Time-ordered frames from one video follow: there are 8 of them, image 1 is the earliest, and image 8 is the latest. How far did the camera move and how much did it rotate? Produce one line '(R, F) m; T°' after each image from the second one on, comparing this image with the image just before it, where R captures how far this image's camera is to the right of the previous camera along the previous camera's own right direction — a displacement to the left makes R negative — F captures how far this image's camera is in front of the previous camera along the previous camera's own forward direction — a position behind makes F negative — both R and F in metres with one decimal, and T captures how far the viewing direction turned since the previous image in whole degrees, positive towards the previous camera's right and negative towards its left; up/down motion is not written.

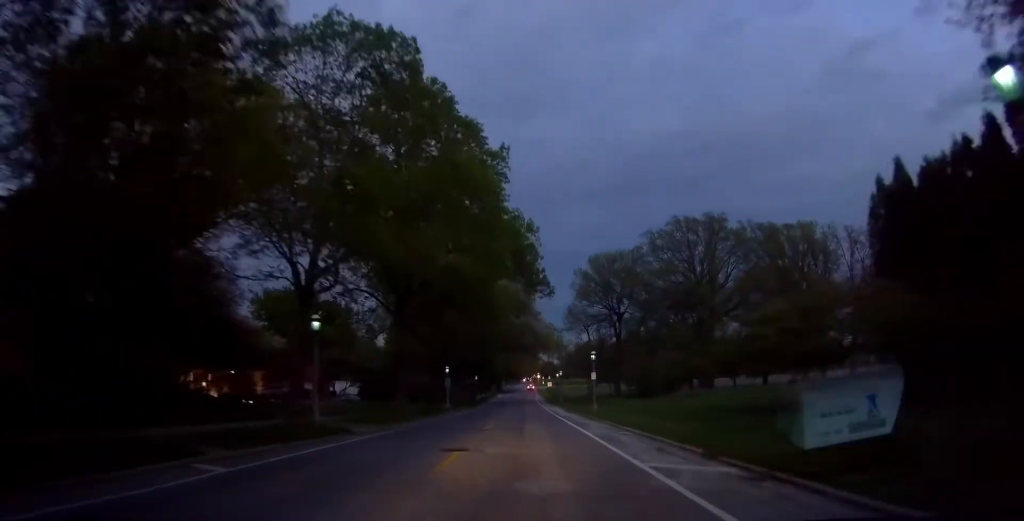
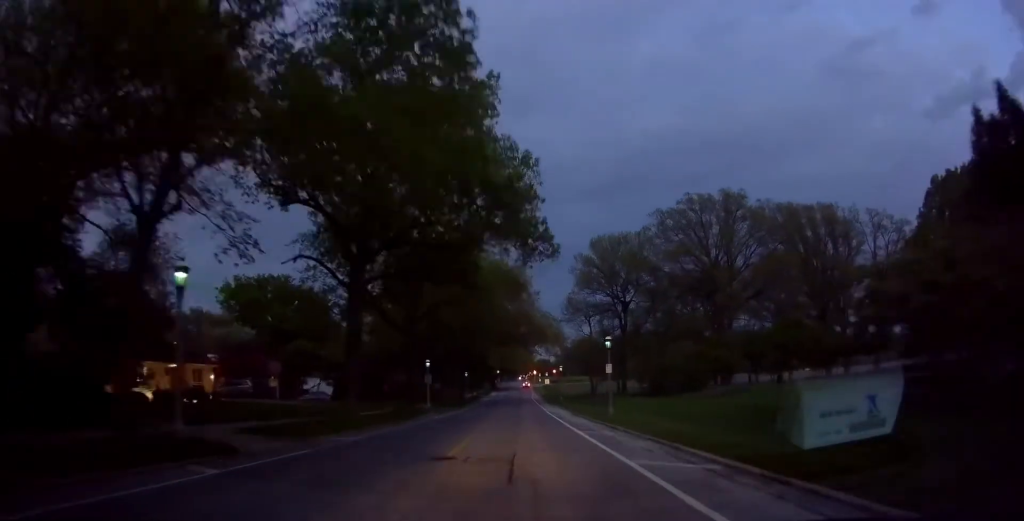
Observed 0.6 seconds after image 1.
(+0.2, +9.3) m; +1°
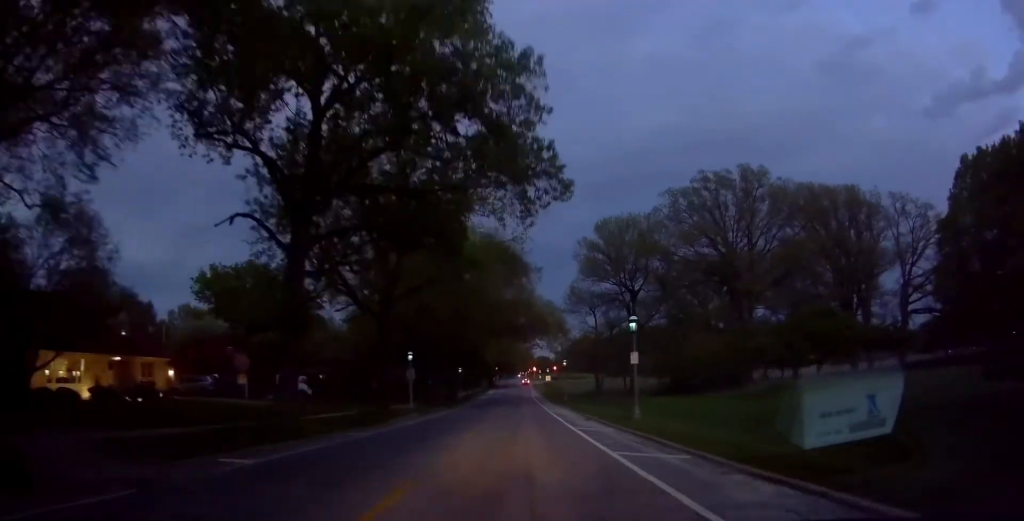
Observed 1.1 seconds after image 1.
(+0.1, +6.9) m; +1°
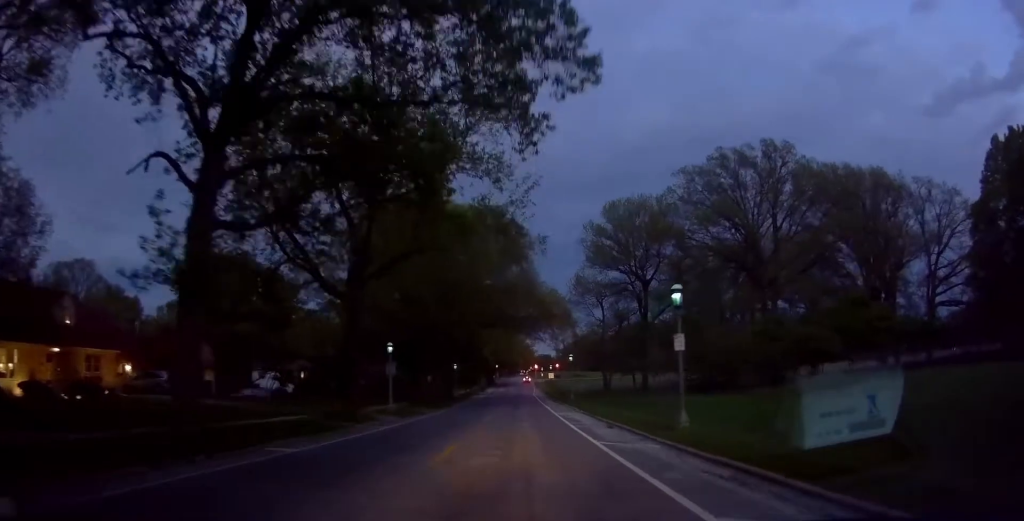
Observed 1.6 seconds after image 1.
(0.0, +6.8) m; 0°
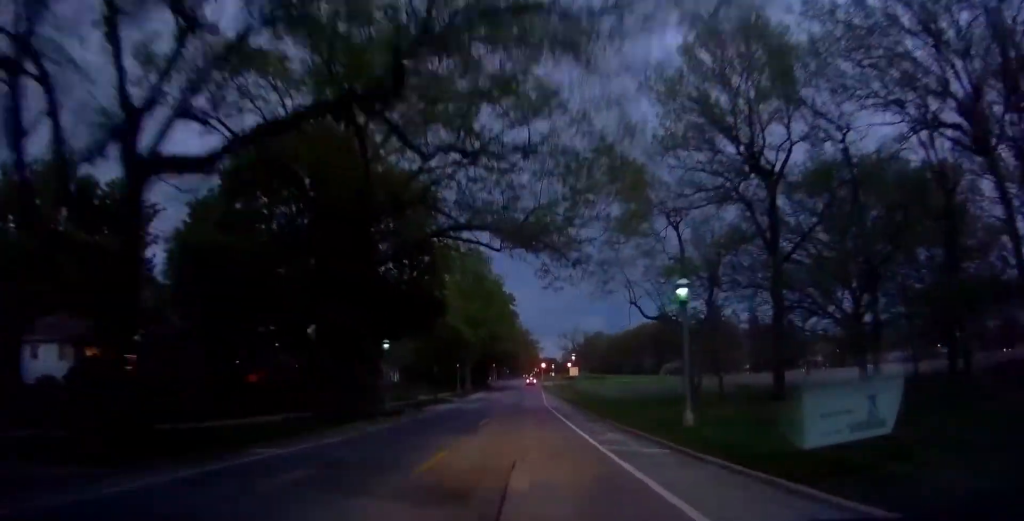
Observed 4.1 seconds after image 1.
(0.0, +37.9) m; 0°
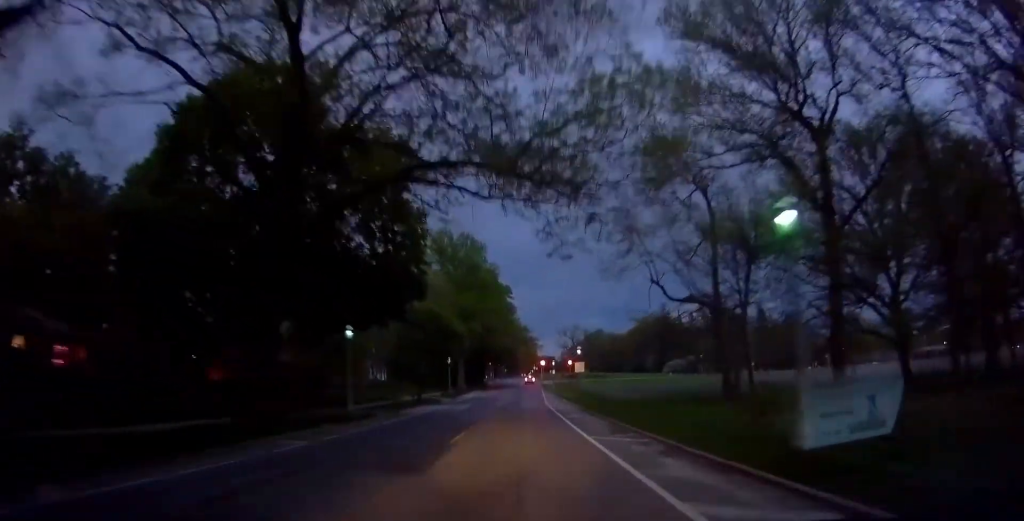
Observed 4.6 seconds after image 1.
(0.0, +6.6) m; 0°
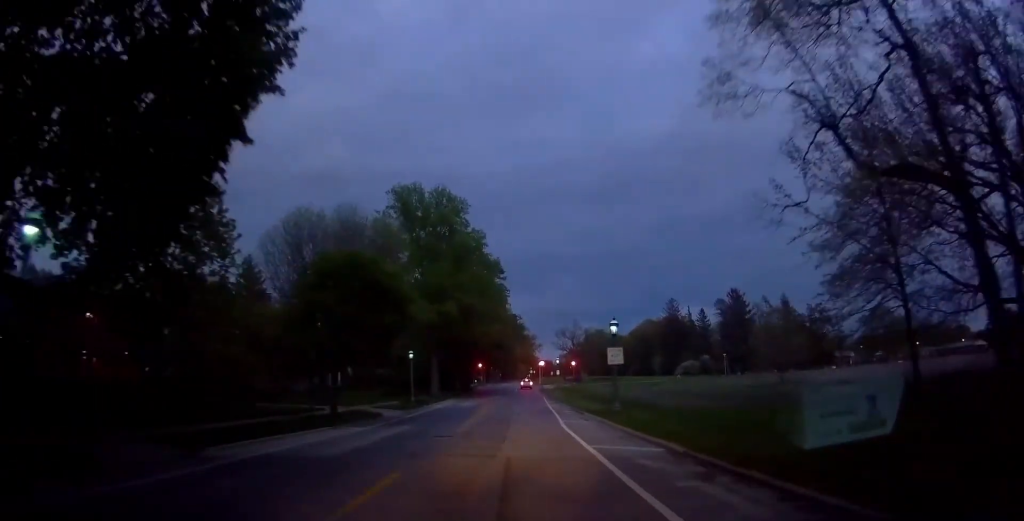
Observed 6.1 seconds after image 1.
(0.0, +20.9) m; -2°
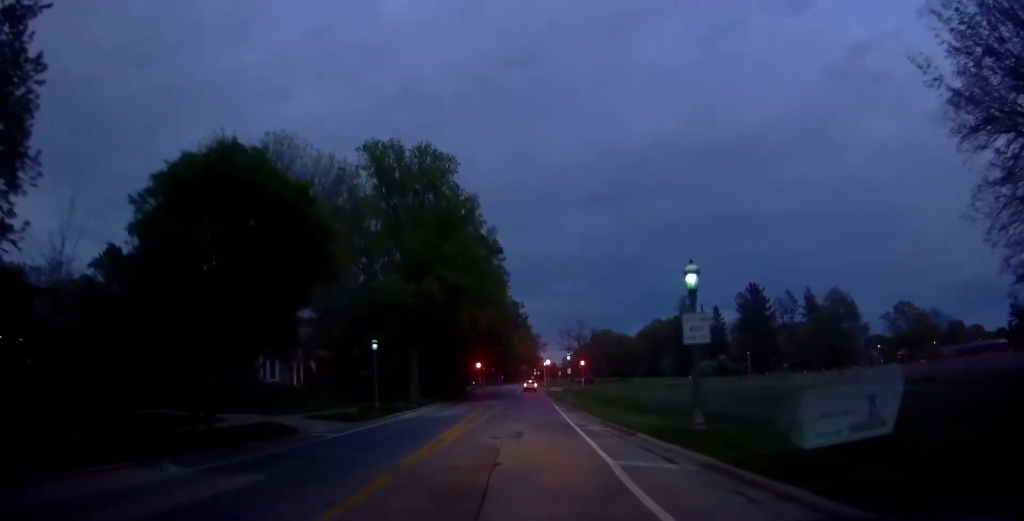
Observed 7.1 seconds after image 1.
(-0.5, +12.0) m; -3°
